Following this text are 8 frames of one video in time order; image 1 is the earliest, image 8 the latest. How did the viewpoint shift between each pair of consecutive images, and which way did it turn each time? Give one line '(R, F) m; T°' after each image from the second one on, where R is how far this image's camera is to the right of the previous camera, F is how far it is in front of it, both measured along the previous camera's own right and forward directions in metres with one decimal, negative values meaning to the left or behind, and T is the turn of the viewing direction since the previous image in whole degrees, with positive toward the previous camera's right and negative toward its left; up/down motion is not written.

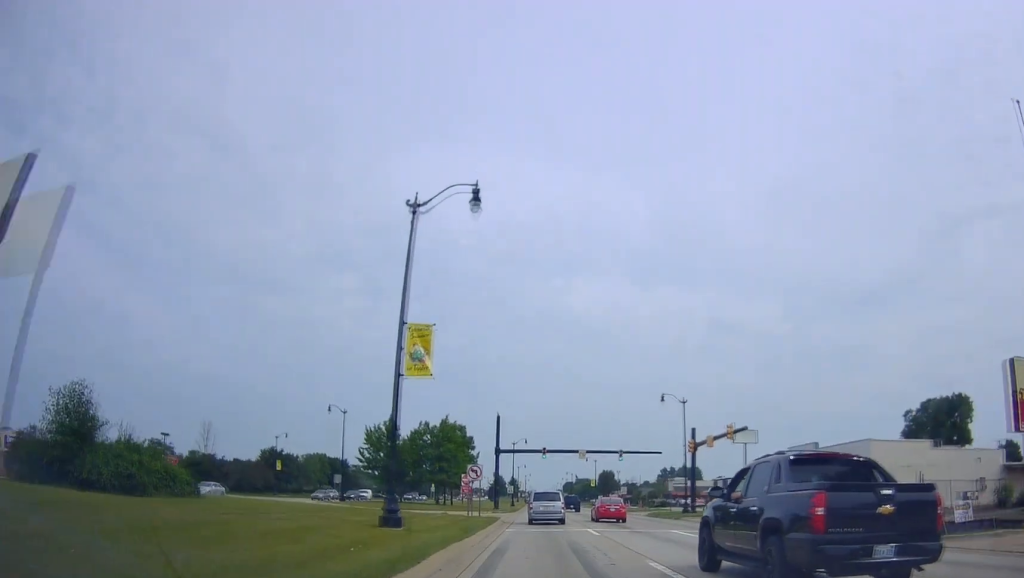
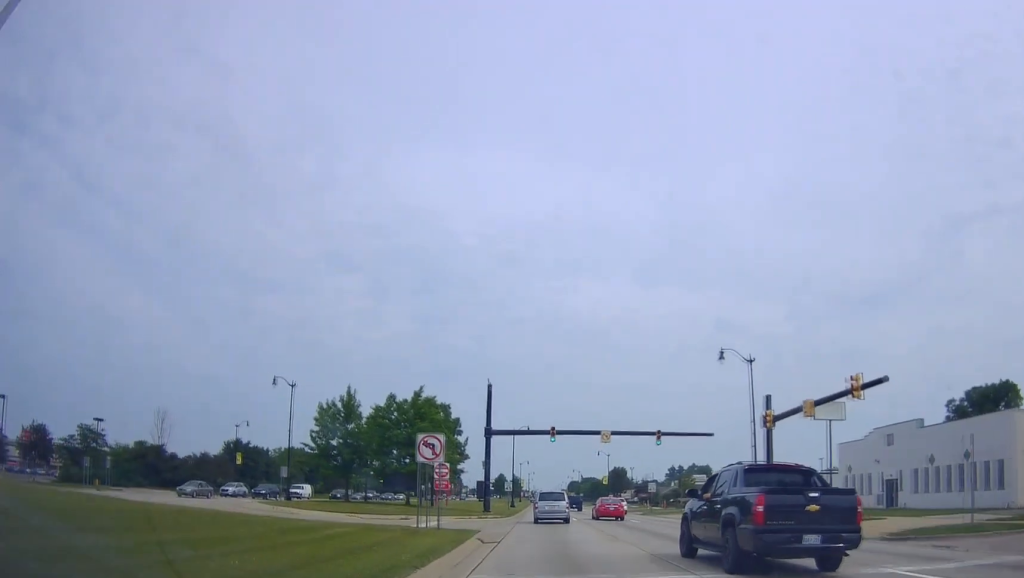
(-0.6, +17.5) m; -1°
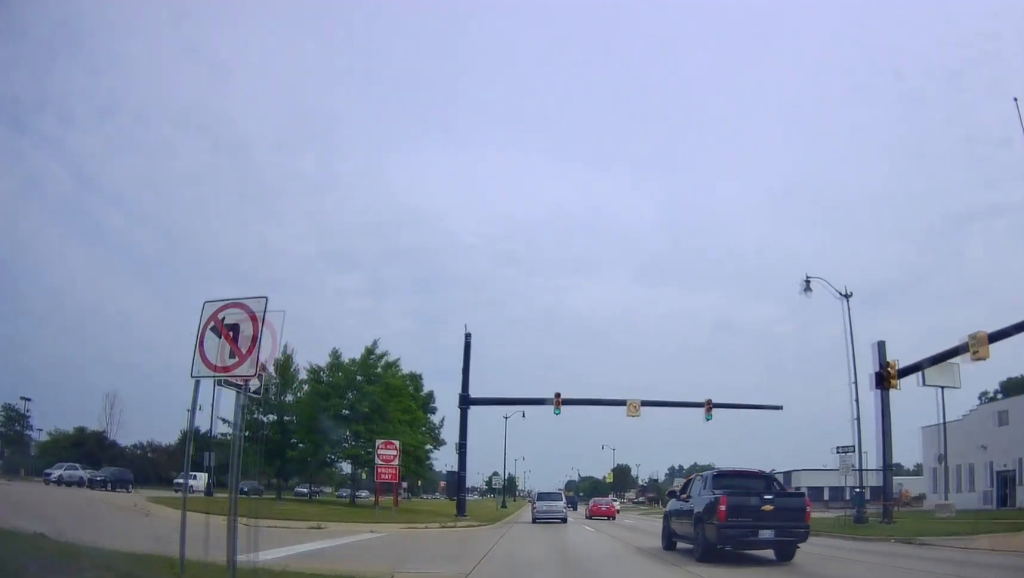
(+0.3, +13.9) m; 0°
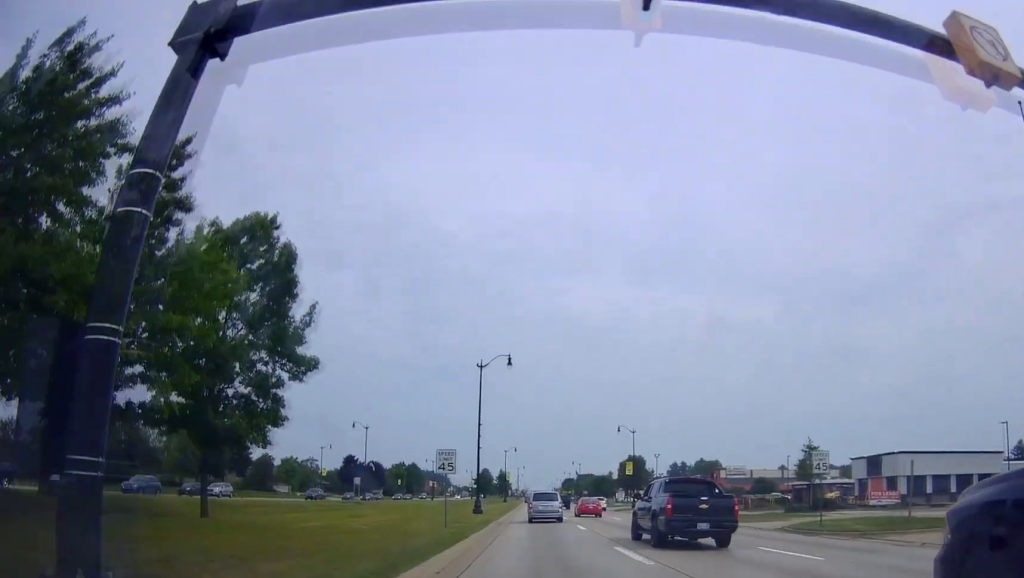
(-0.3, +26.9) m; +1°
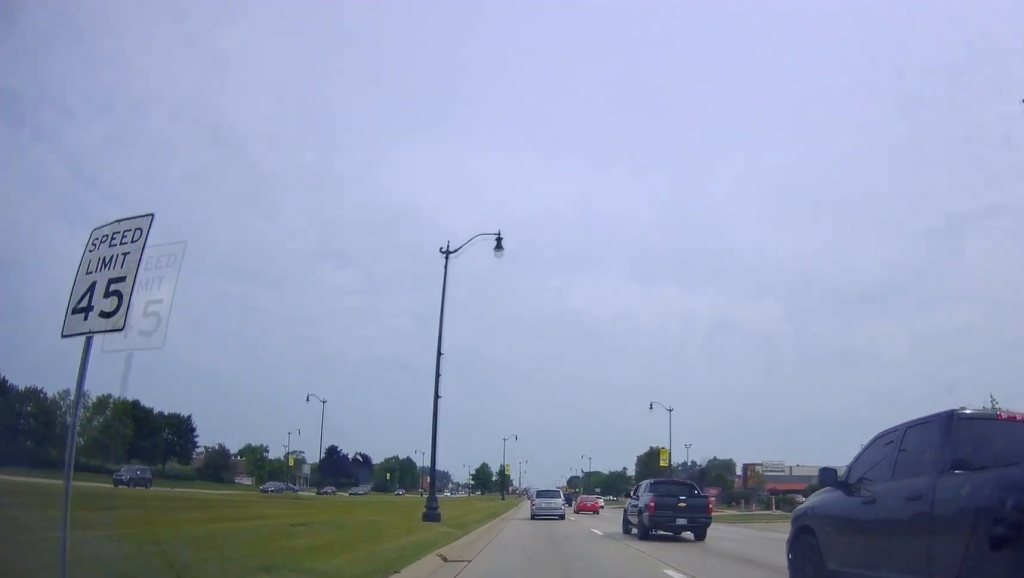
(+0.7, +20.1) m; +2°
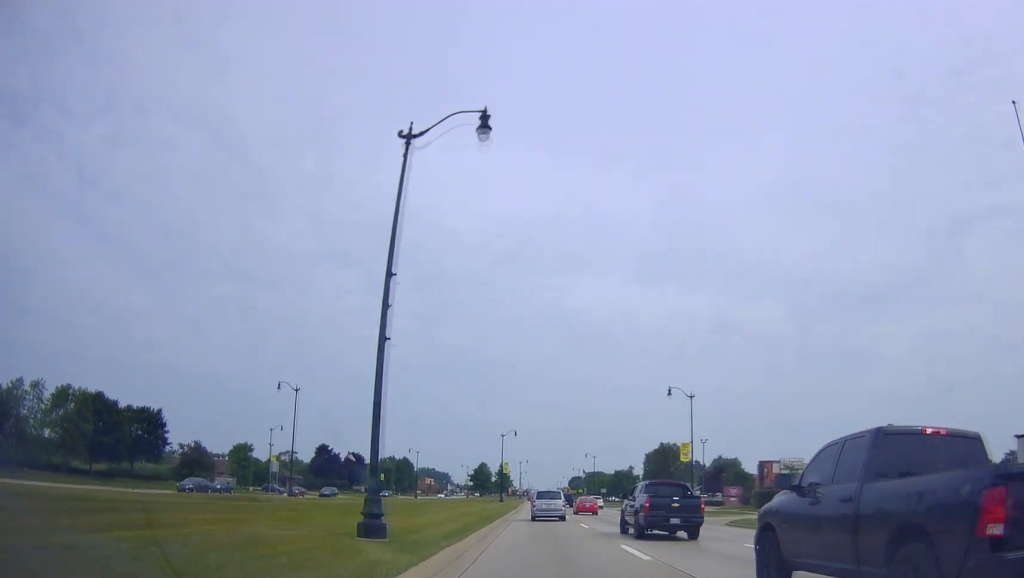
(+0.1, +8.4) m; -1°
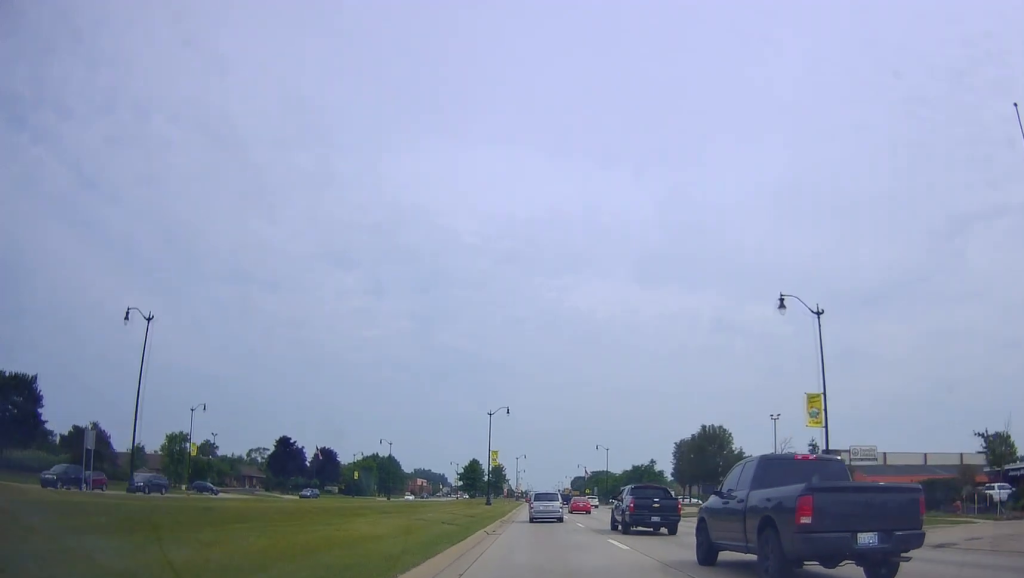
(-0.4, +26.5) m; 0°
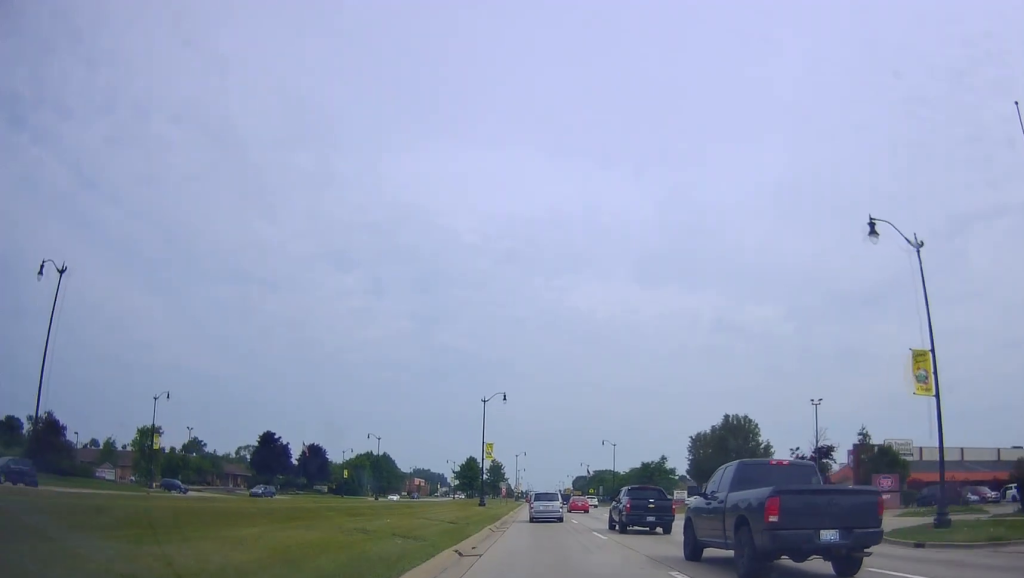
(+0.2, +9.5) m; +1°
